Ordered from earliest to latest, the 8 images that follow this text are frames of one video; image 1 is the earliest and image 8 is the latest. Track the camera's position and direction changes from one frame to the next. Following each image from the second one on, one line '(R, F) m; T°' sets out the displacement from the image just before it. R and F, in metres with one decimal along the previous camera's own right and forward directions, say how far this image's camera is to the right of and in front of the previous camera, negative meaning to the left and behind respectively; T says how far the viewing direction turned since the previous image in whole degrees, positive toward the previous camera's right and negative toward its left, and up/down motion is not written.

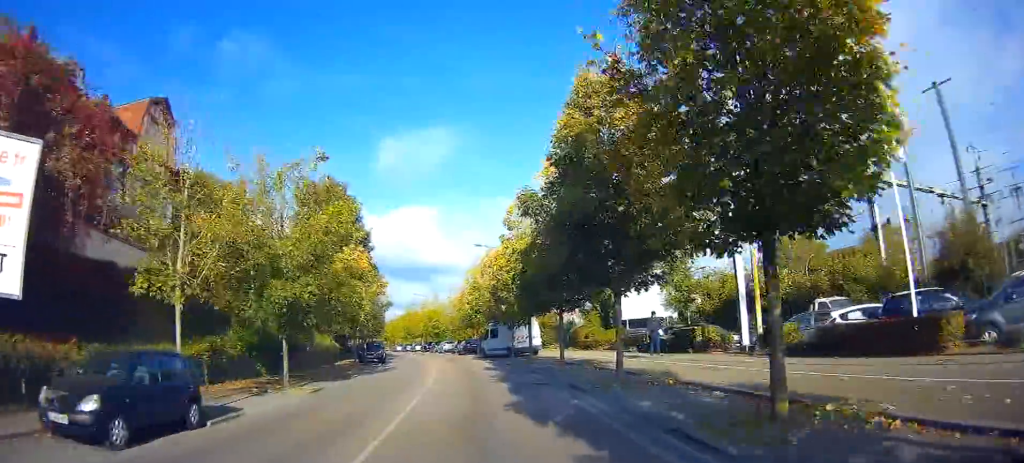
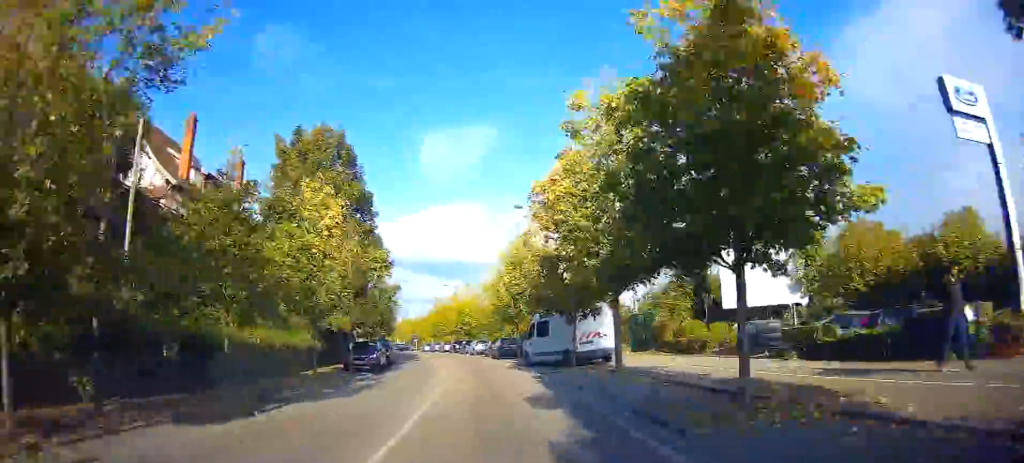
(-0.3, +13.7) m; -3°
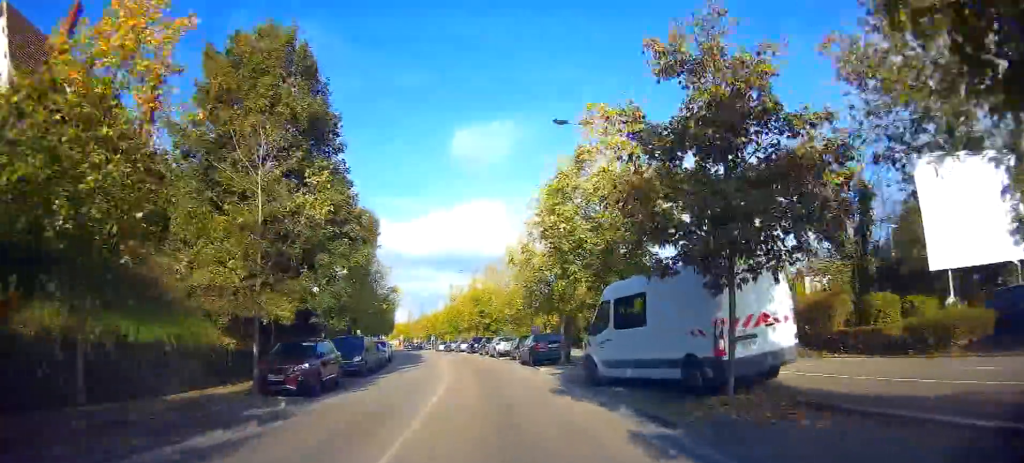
(-0.4, +13.6) m; -3°
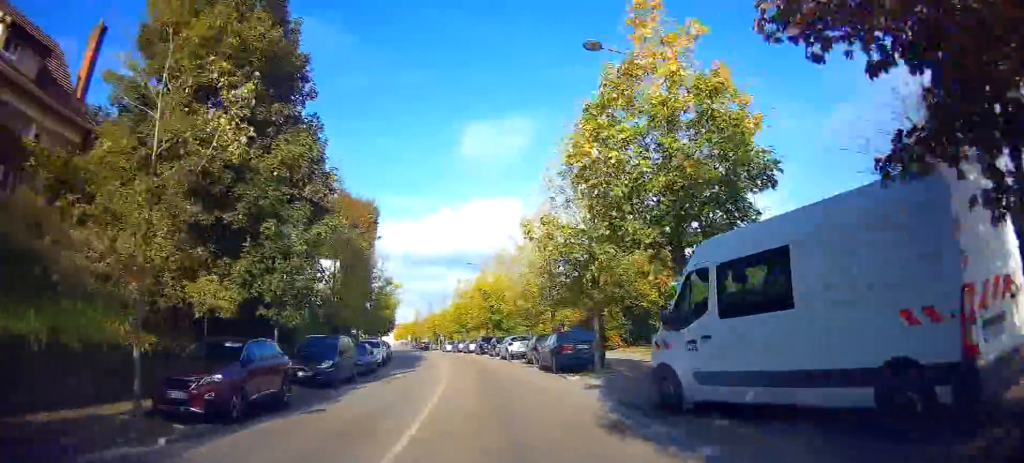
(-0.1, +5.9) m; -2°
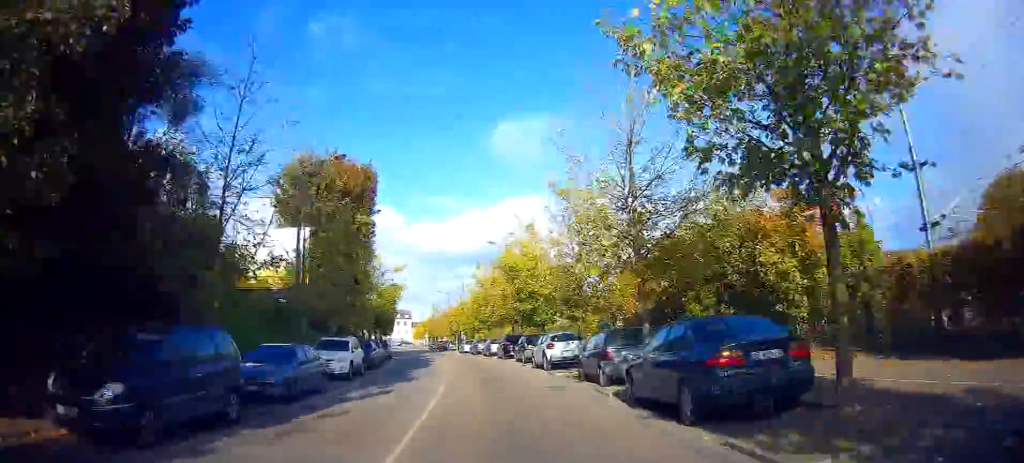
(-0.3, +12.2) m; -3°
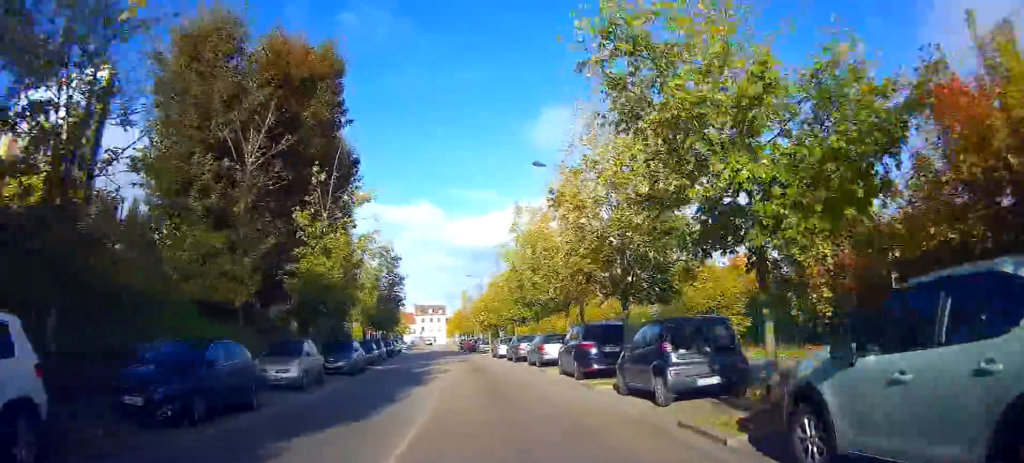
(-0.6, +20.5) m; -3°
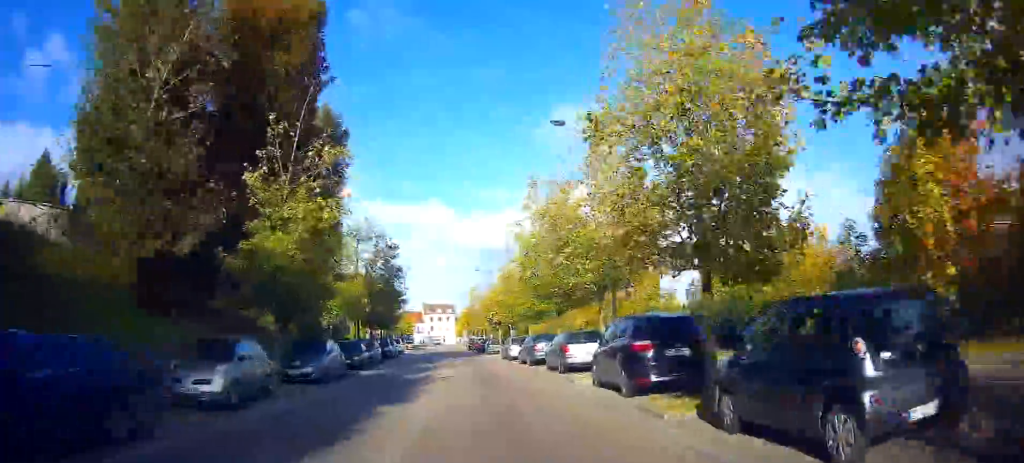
(0.0, +5.3) m; -1°
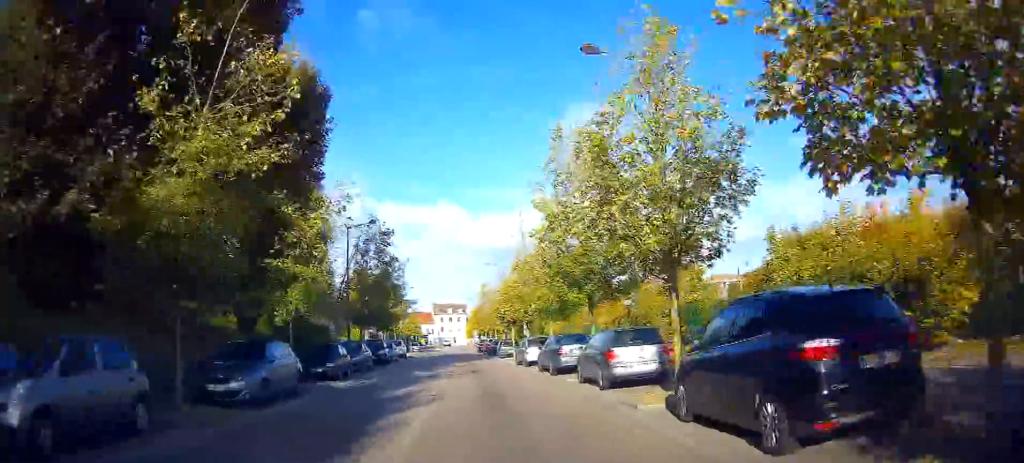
(0.0, +6.0) m; -1°
